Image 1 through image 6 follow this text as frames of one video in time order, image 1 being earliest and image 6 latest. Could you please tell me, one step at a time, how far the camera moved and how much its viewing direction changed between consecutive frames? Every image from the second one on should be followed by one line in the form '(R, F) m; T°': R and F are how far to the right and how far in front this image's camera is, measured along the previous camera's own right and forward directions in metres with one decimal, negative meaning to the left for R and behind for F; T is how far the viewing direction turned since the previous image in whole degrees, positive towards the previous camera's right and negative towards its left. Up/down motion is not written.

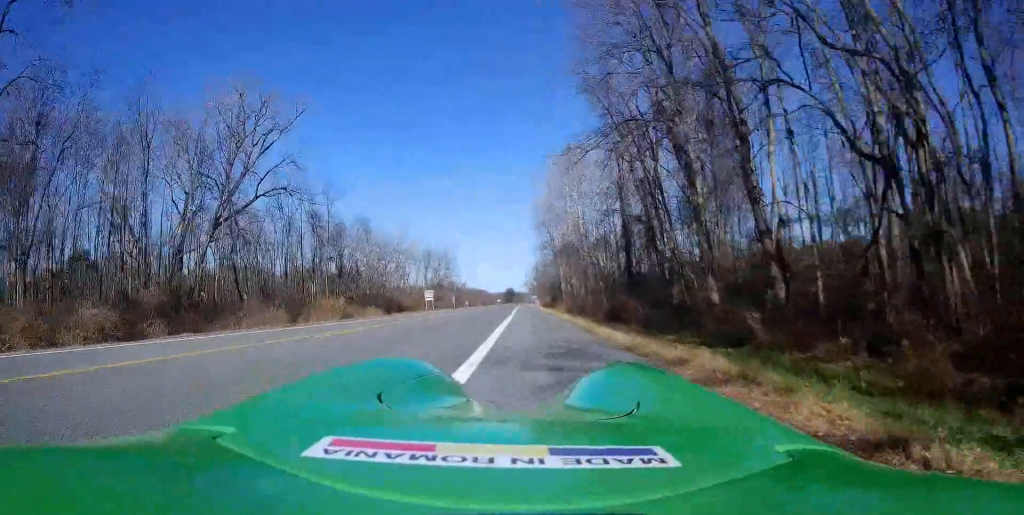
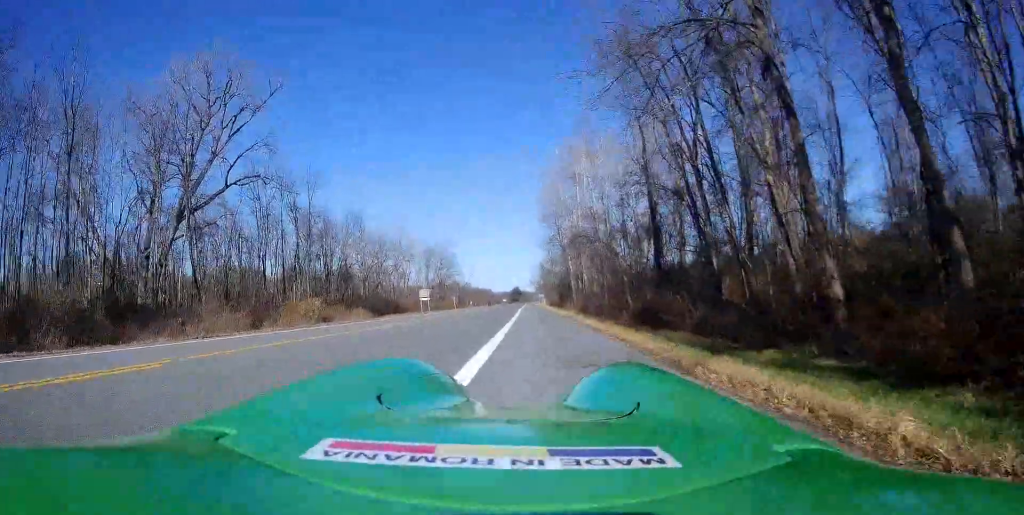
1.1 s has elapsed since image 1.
(+0.3, +8.3) m; +1°
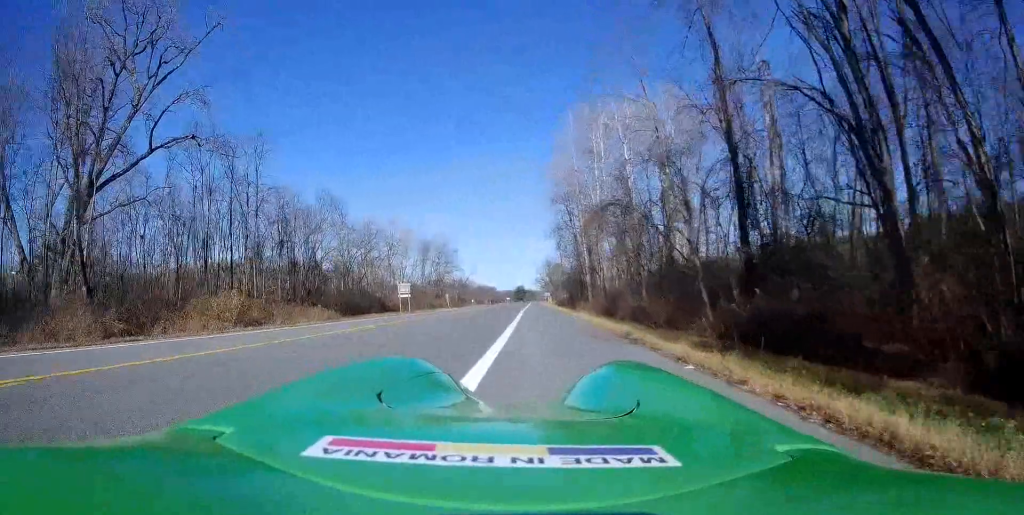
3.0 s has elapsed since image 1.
(-0.4, +13.9) m; -1°
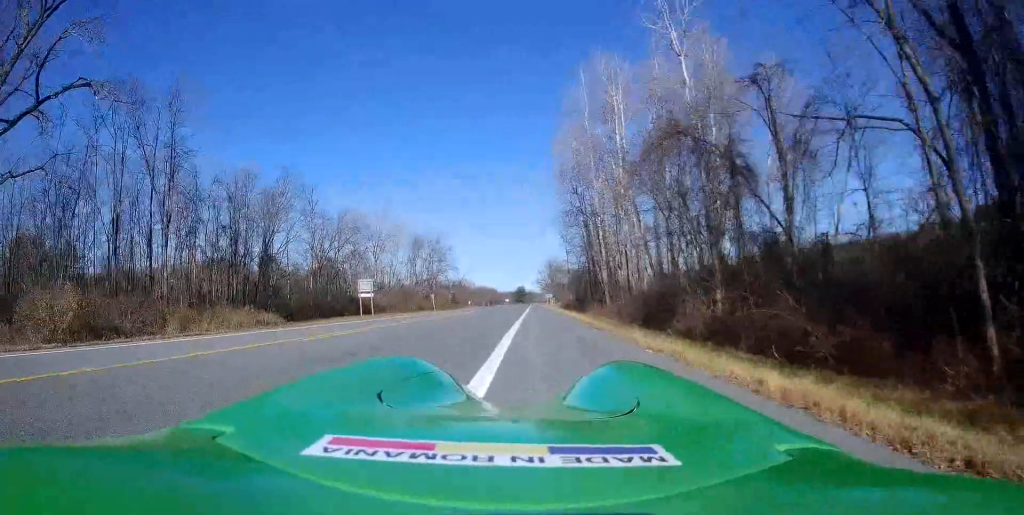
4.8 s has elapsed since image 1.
(+0.3, +13.4) m; -1°
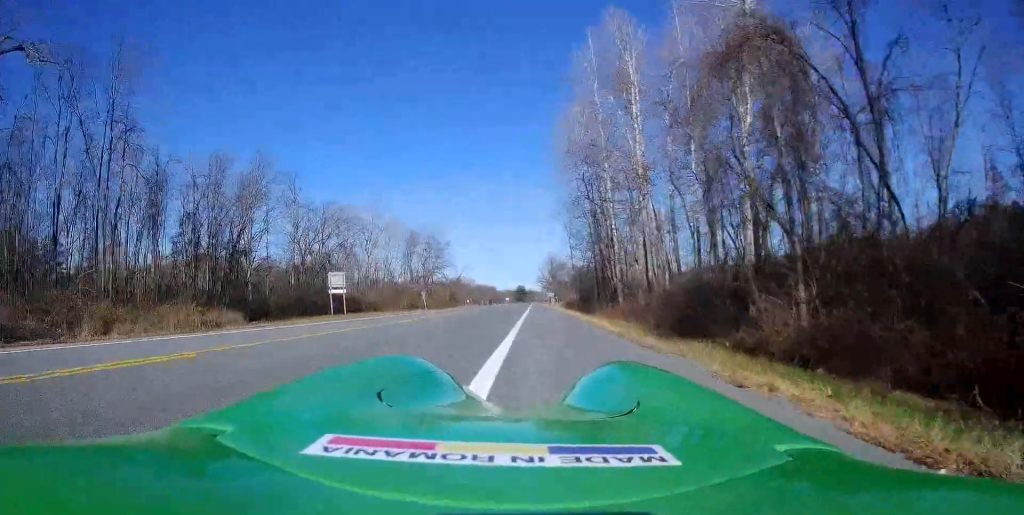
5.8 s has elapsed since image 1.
(-0.3, +6.2) m; 0°
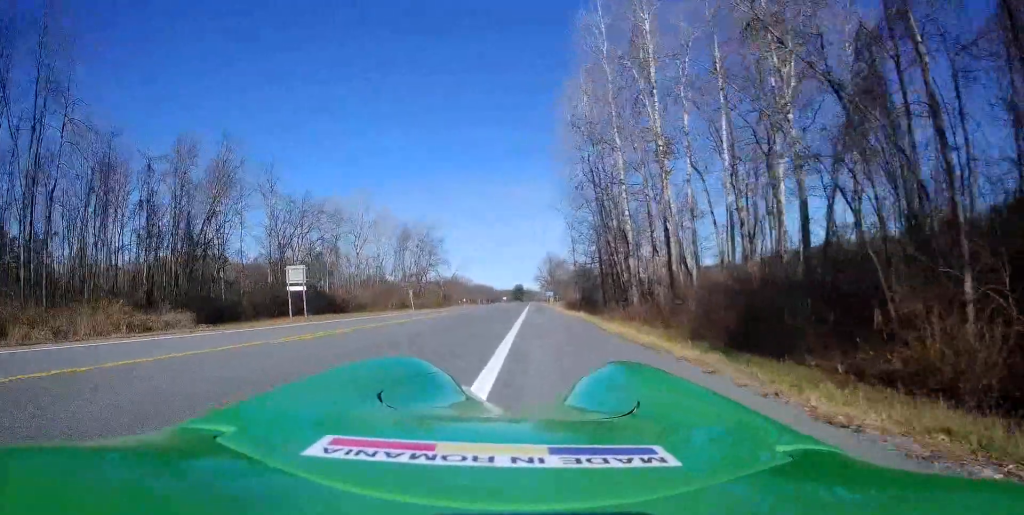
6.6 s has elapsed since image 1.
(+0.4, +7.6) m; +1°
